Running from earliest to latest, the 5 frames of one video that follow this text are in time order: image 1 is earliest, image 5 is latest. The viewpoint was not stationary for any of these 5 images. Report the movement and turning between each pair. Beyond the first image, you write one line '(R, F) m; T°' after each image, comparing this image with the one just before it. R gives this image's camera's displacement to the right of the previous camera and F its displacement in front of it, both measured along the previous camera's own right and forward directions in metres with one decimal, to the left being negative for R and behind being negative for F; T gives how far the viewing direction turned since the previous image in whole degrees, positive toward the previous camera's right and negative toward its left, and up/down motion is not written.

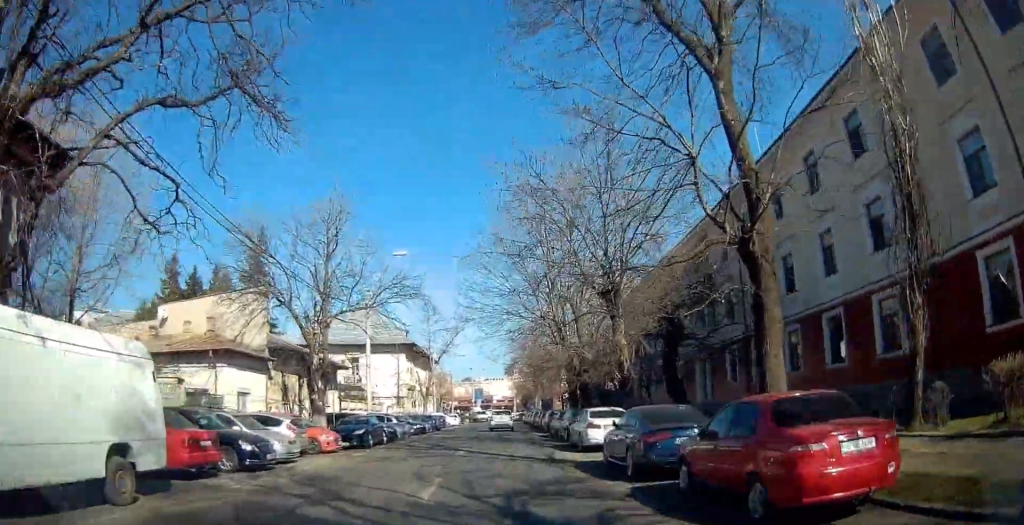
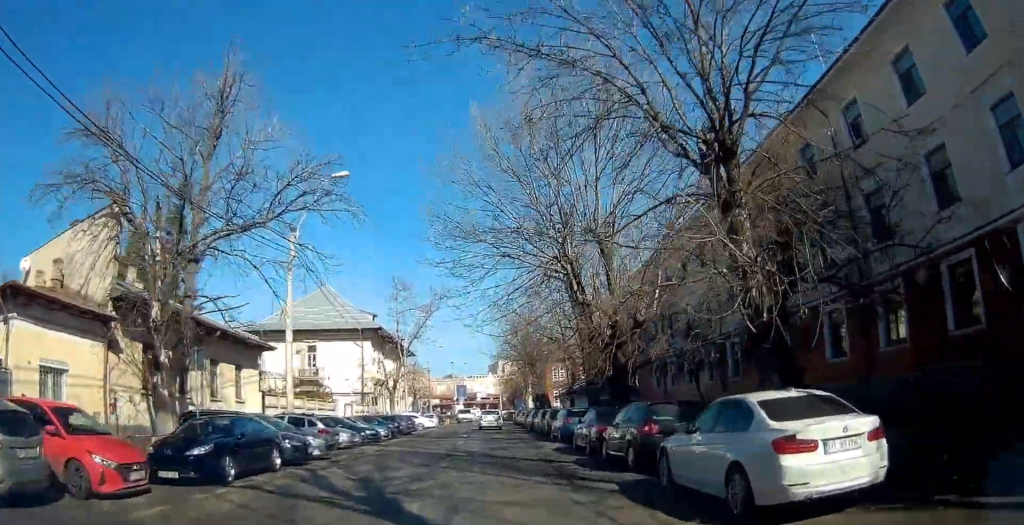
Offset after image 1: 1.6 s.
(0.0, +11.1) m; +3°
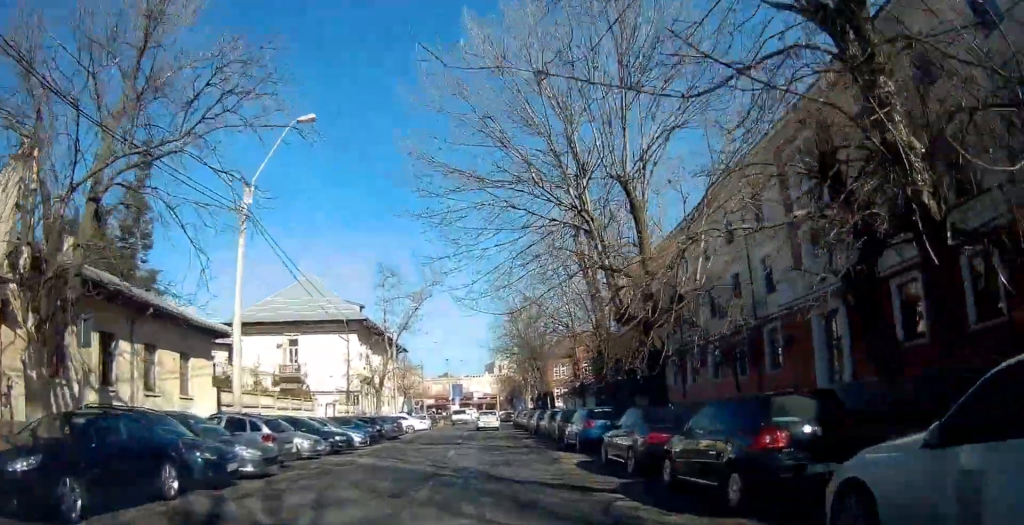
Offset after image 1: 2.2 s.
(+0.3, +4.5) m; +1°
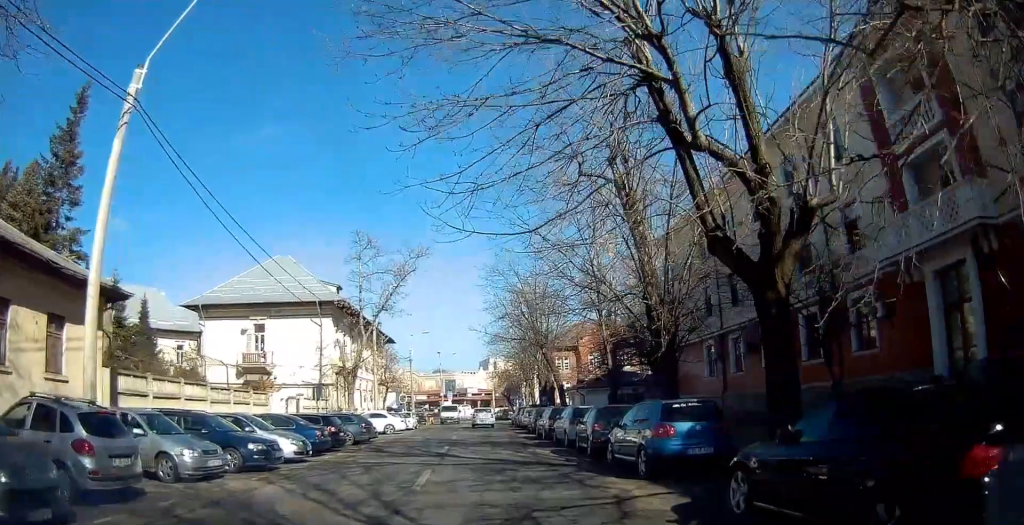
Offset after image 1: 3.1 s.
(-0.1, +6.8) m; -1°
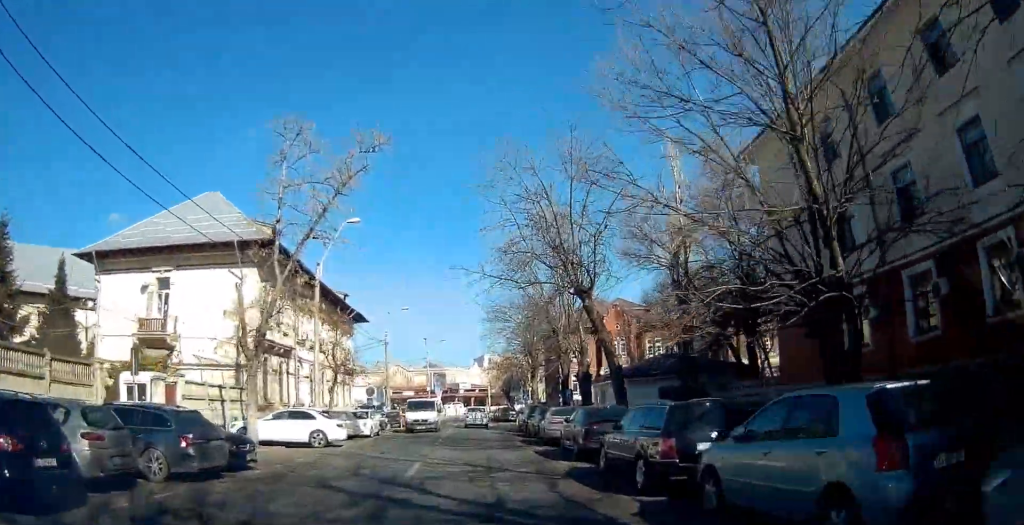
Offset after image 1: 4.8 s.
(+0.1, +14.0) m; +2°
